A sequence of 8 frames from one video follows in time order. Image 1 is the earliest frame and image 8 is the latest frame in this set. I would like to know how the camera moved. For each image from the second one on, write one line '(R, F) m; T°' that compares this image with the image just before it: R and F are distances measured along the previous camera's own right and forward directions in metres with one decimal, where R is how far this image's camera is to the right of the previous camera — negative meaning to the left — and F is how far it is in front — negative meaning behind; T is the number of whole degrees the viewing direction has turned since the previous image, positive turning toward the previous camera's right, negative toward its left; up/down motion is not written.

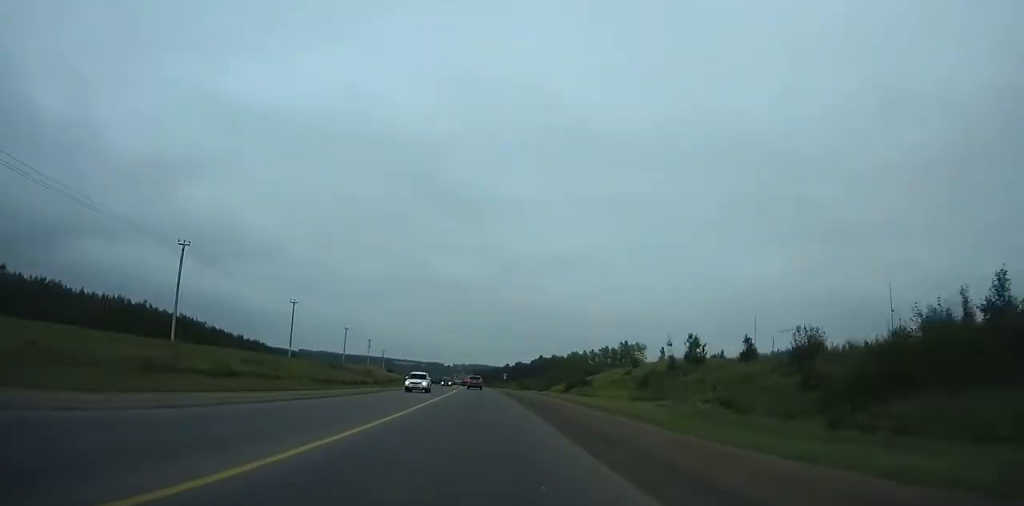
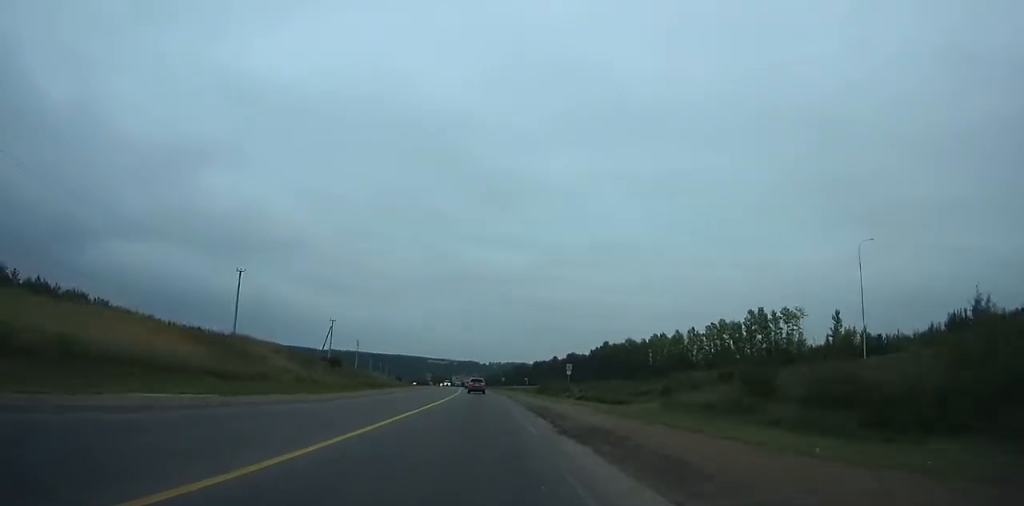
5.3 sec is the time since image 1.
(-4.3, +116.2) m; -4°
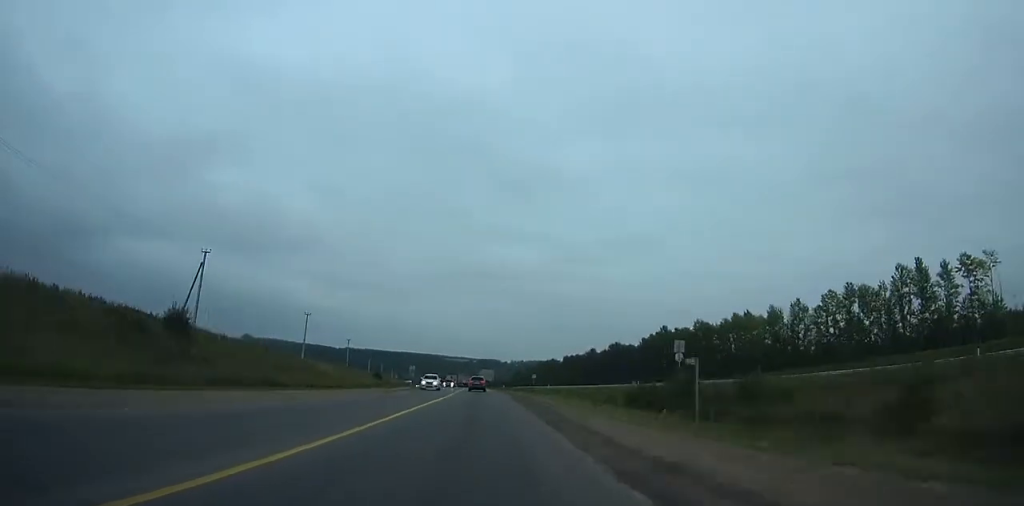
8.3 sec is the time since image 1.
(-0.9, +63.7) m; -2°
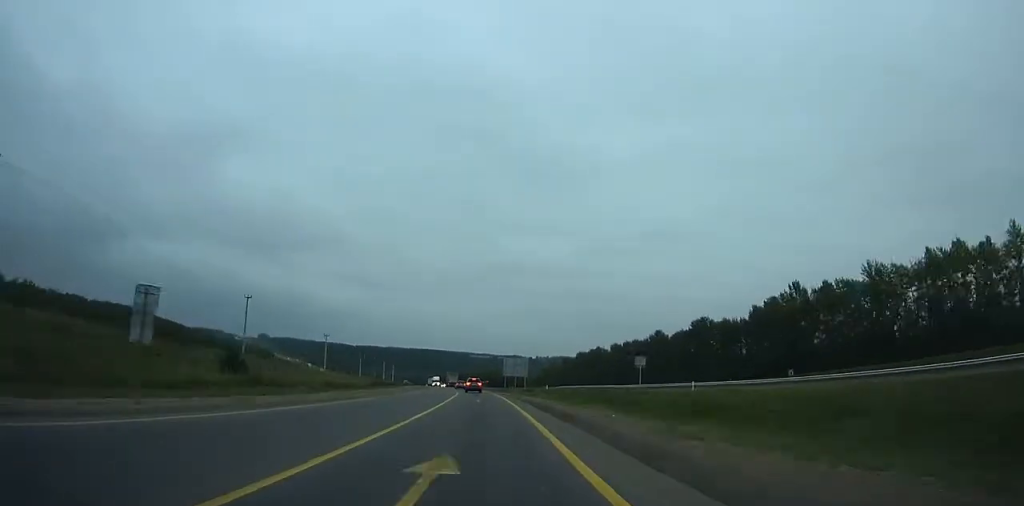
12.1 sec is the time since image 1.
(-1.4, +78.5) m; -2°
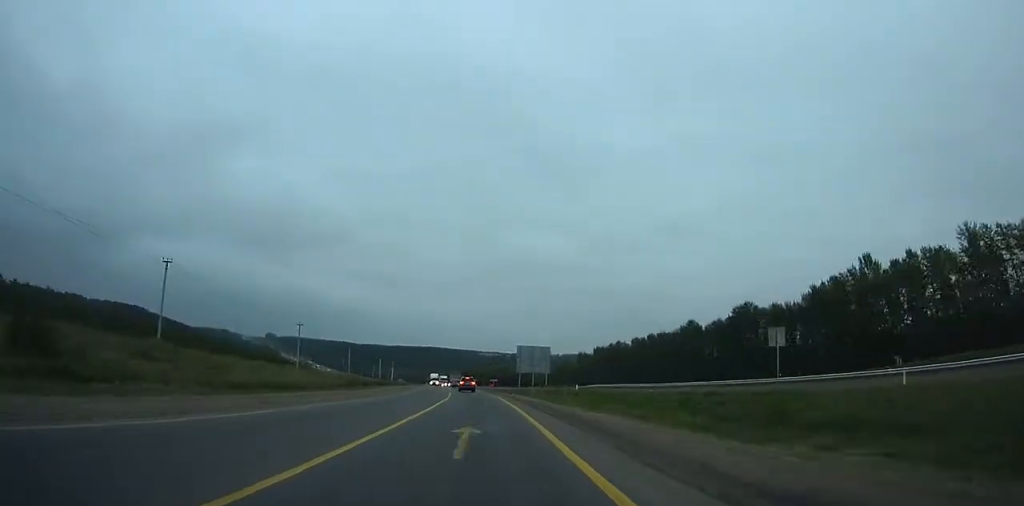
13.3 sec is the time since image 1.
(0.0, +24.4) m; -1°
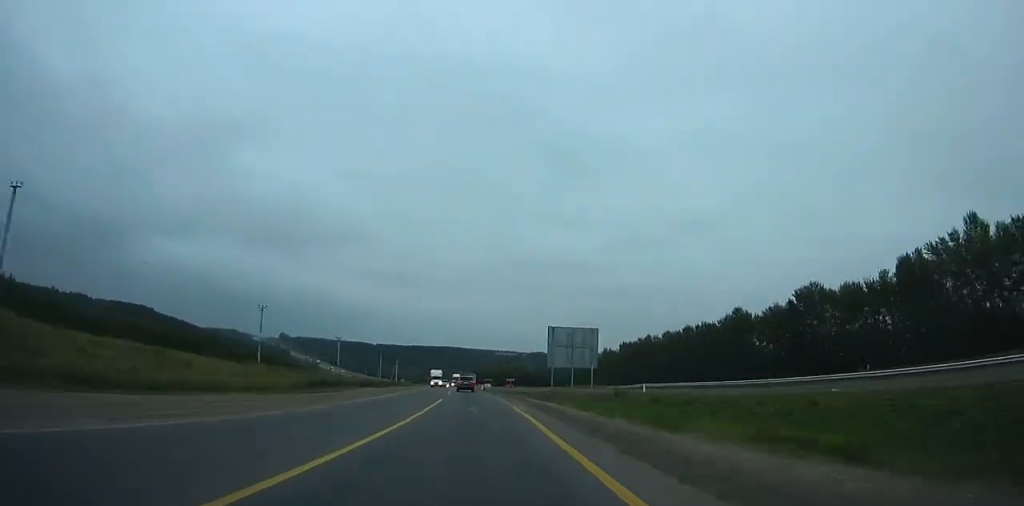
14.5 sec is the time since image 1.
(-0.4, +23.9) m; -1°
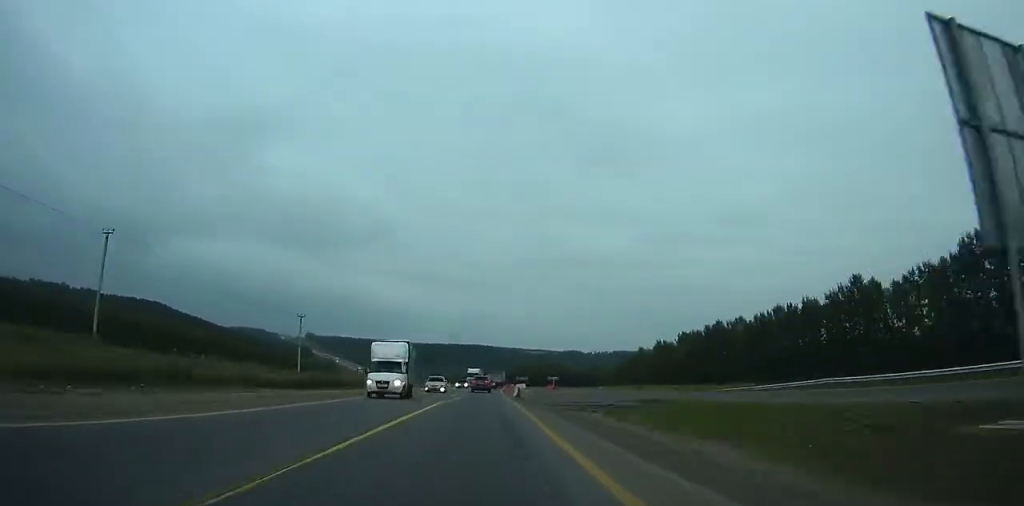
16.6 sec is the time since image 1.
(-0.4, +41.7) m; -2°
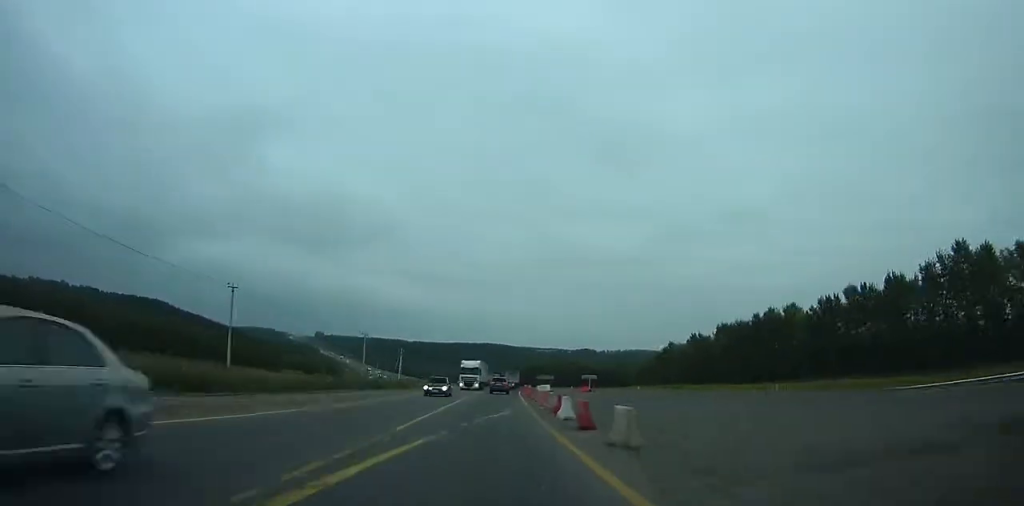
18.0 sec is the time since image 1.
(-0.8, +27.3) m; -1°
